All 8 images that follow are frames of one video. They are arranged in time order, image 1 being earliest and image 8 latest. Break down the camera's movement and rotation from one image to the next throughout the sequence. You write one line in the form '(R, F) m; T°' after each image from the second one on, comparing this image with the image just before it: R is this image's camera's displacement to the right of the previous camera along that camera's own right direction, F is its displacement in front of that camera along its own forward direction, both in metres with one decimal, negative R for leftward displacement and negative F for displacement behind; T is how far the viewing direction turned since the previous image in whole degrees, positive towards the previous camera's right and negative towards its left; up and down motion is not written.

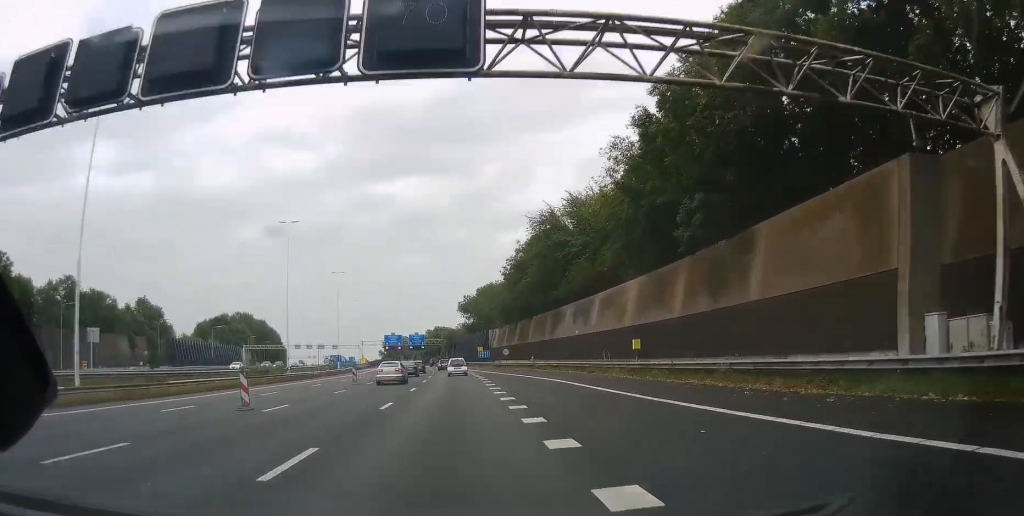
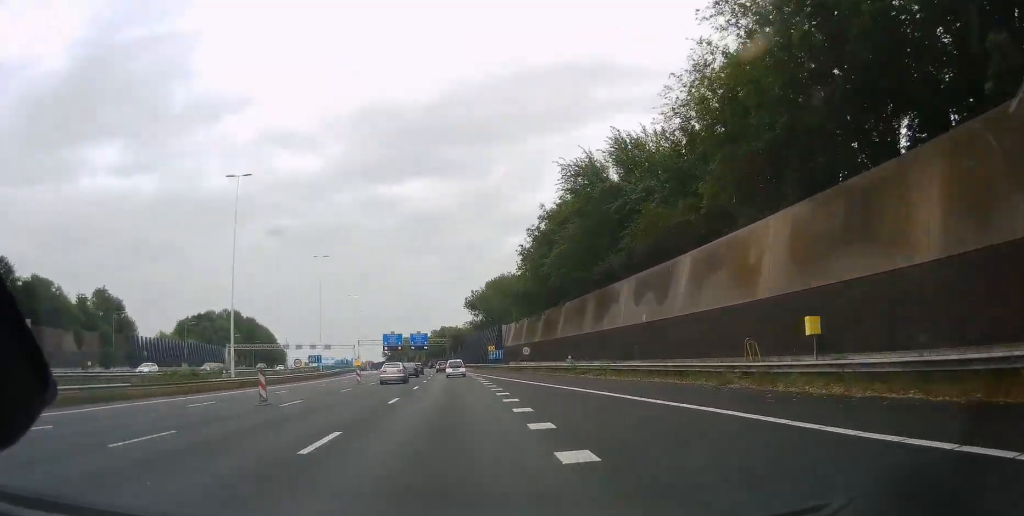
(-0.2, +22.2) m; 0°
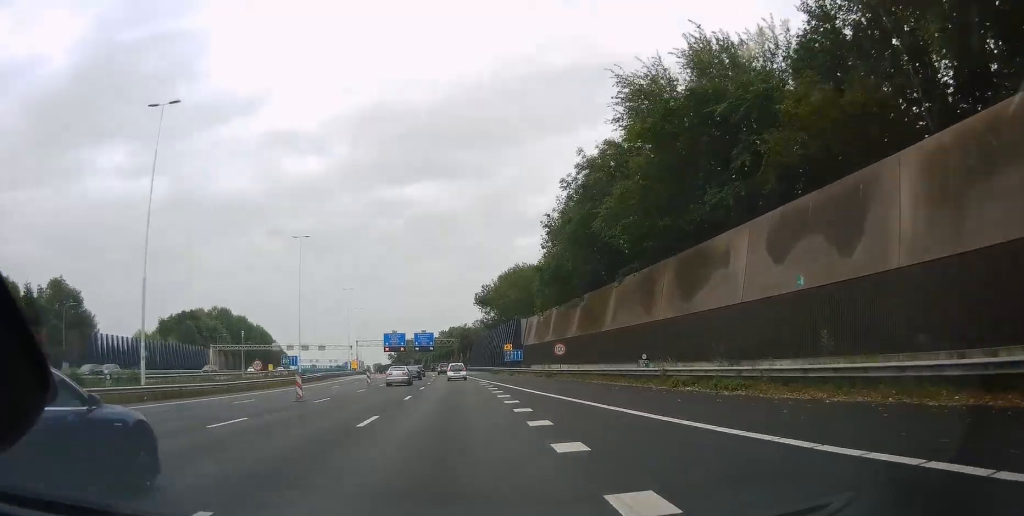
(+0.1, +18.2) m; -1°
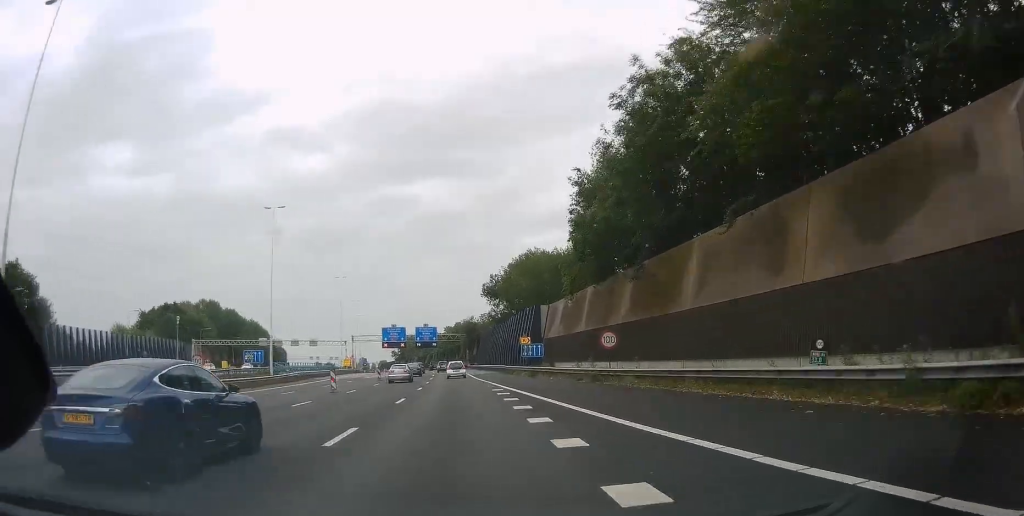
(+0.3, +15.7) m; -1°
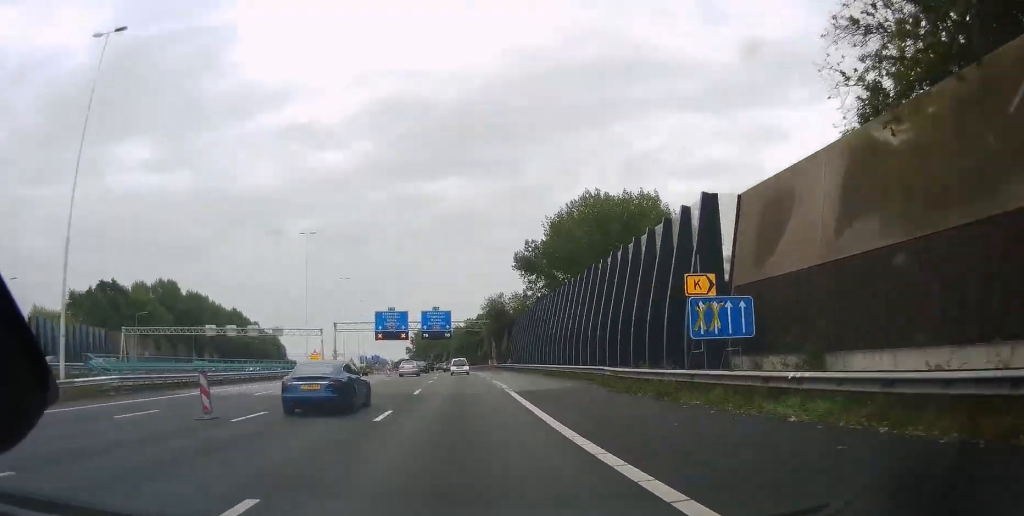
(-1.4, +43.0) m; -3°
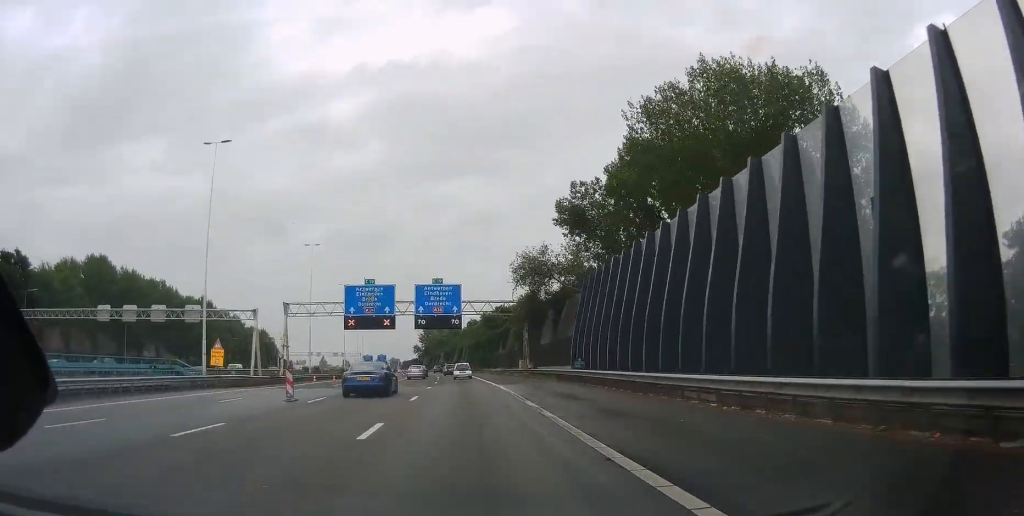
(-0.6, +39.3) m; -1°
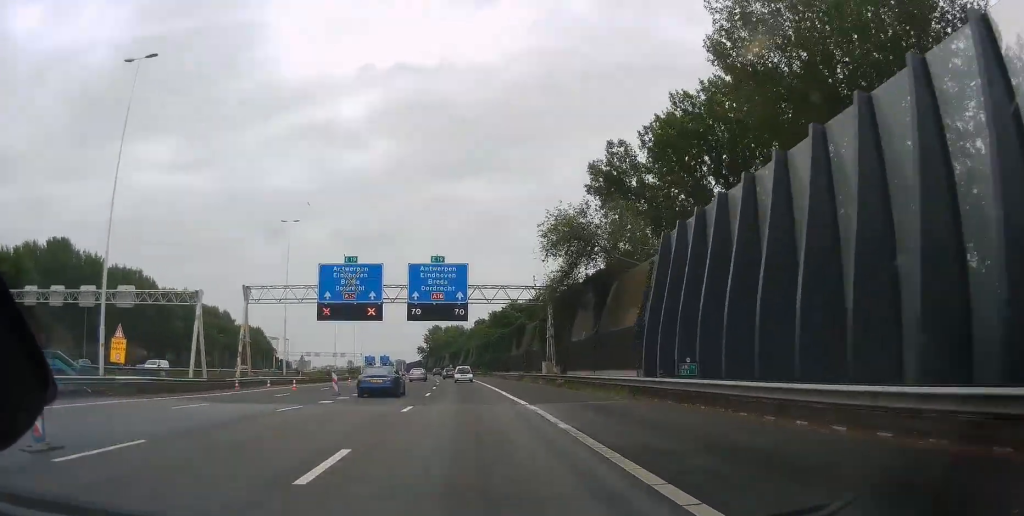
(0.0, +17.1) m; -1°
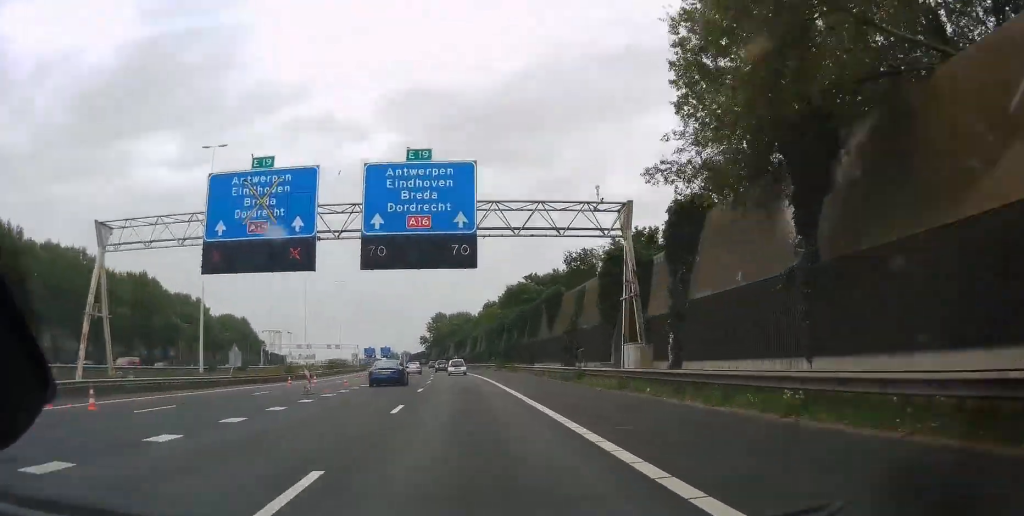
(+0.1, +26.3) m; -1°
